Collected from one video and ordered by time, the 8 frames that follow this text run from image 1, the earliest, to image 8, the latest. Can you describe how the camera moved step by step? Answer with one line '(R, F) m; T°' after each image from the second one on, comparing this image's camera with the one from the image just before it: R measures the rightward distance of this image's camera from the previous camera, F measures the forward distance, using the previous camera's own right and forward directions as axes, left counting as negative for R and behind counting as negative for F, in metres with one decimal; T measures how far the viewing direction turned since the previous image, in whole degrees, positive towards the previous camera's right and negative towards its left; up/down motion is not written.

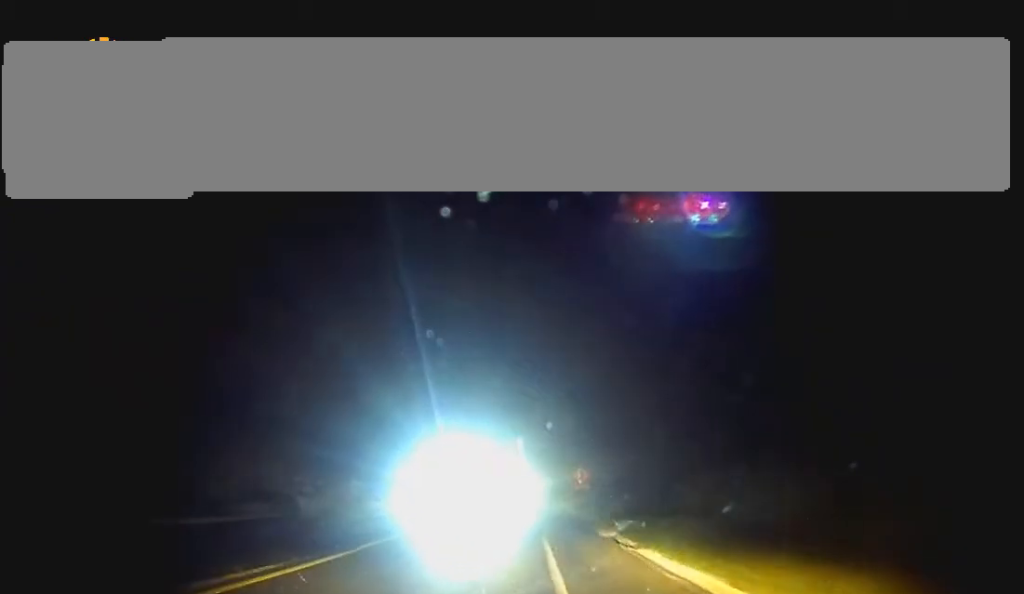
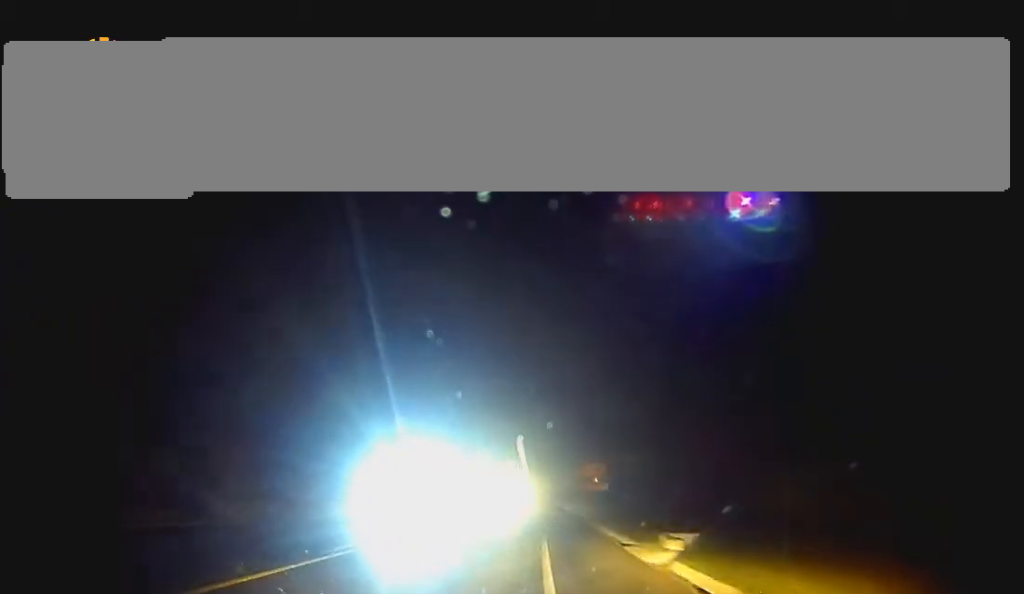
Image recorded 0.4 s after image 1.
(+0.1, +10.3) m; 0°
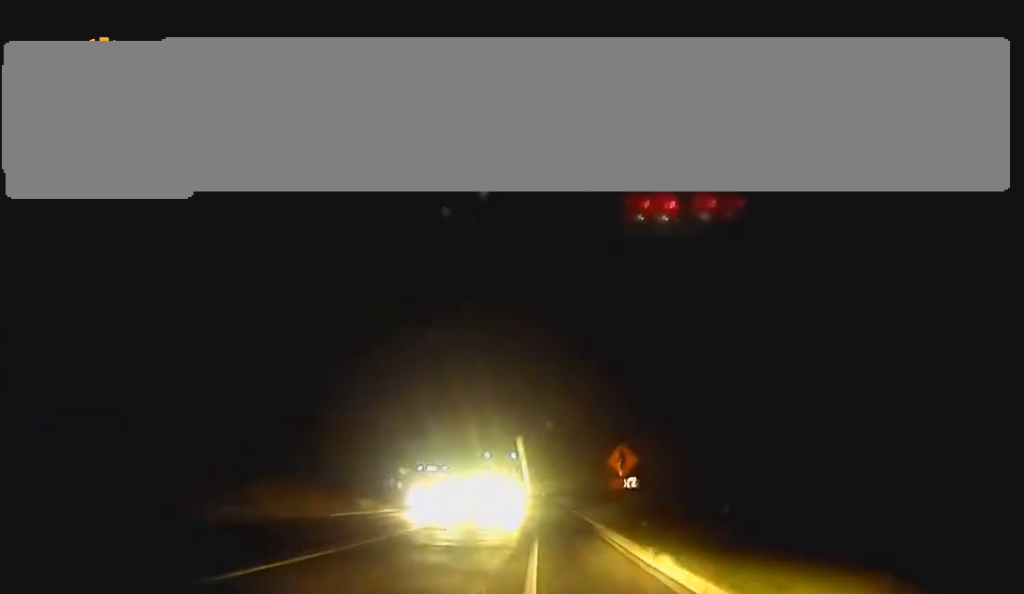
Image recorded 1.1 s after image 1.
(-0.1, +16.2) m; 0°
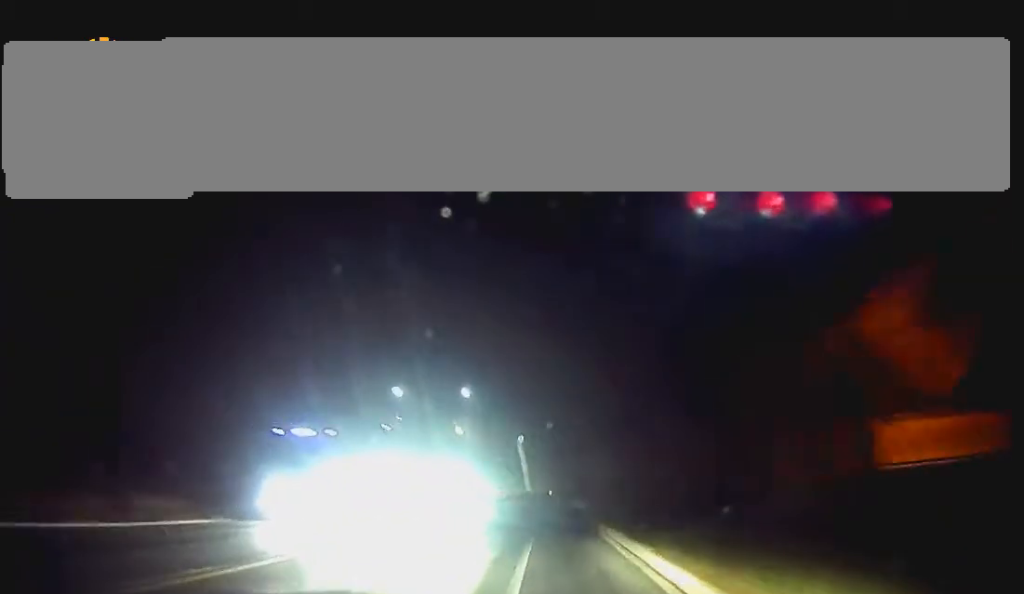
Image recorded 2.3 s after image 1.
(-0.1, +25.8) m; -1°
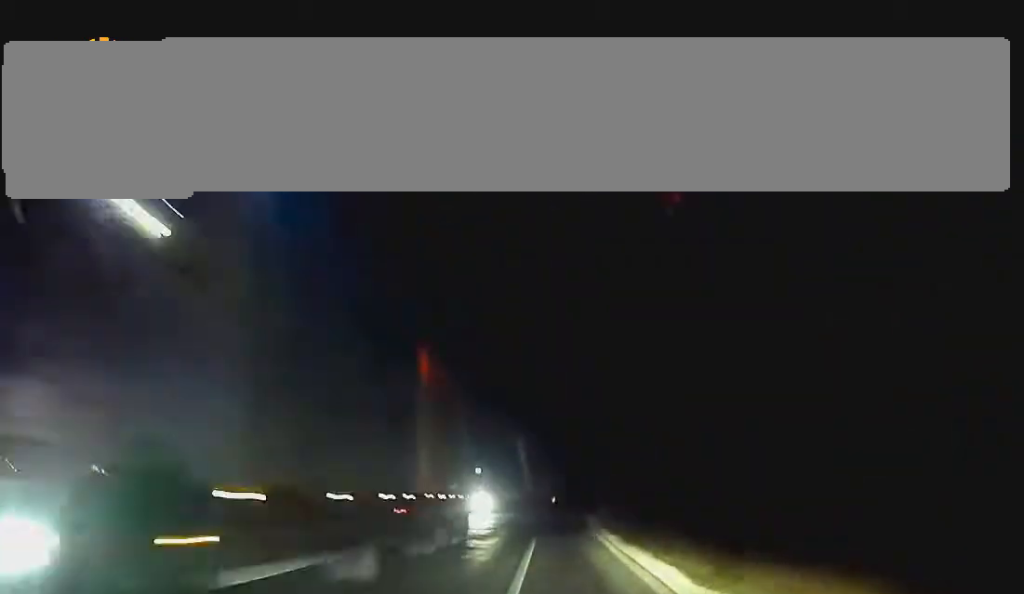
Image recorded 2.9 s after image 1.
(-0.1, +12.0) m; -1°
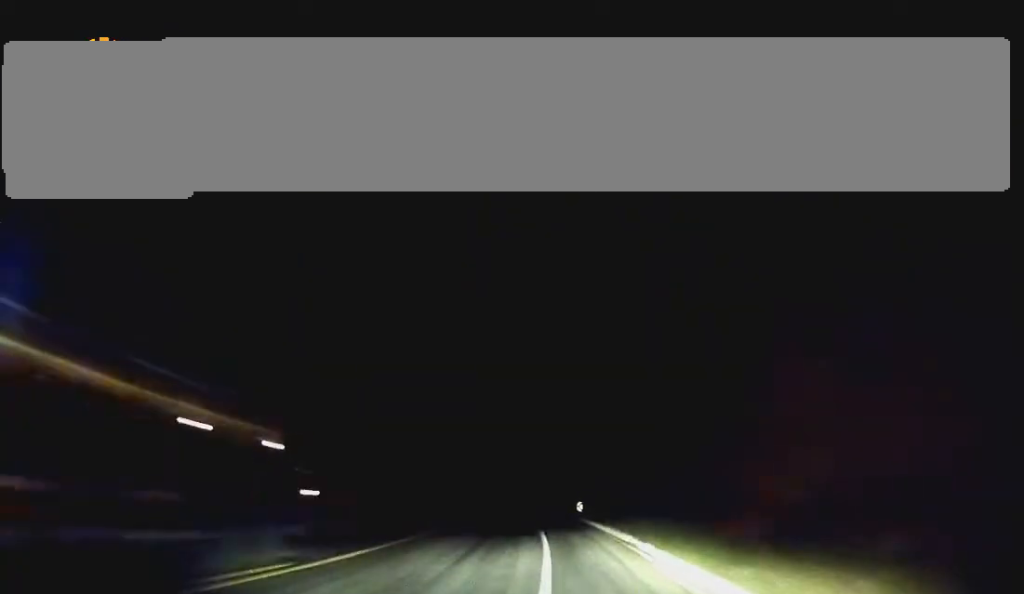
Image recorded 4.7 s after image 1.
(-0.5, +37.0) m; -1°
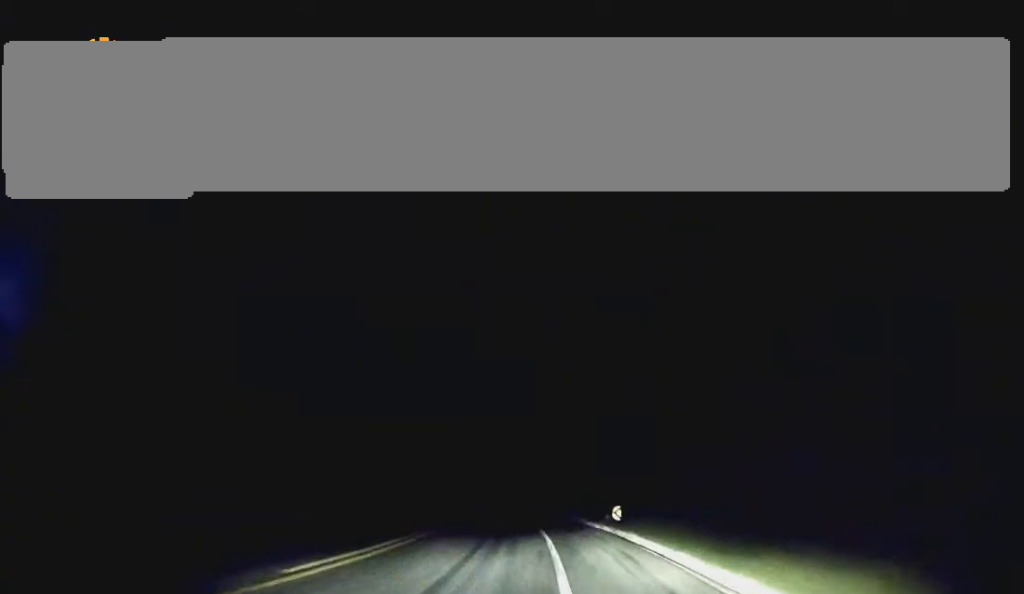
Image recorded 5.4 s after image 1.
(+0.1, +13.9) m; -1°
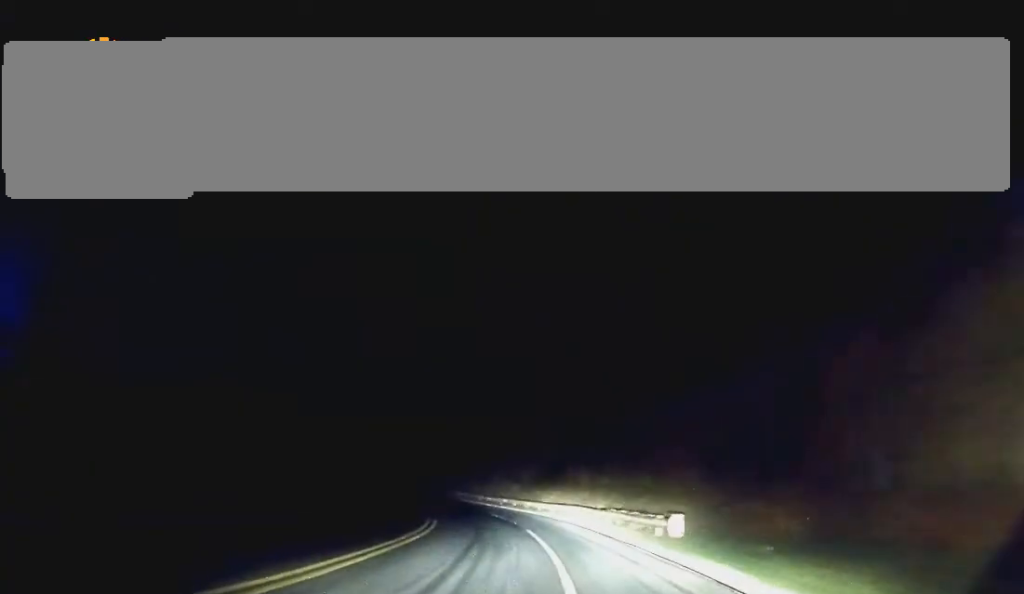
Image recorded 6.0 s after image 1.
(-0.2, +12.0) m; -3°
